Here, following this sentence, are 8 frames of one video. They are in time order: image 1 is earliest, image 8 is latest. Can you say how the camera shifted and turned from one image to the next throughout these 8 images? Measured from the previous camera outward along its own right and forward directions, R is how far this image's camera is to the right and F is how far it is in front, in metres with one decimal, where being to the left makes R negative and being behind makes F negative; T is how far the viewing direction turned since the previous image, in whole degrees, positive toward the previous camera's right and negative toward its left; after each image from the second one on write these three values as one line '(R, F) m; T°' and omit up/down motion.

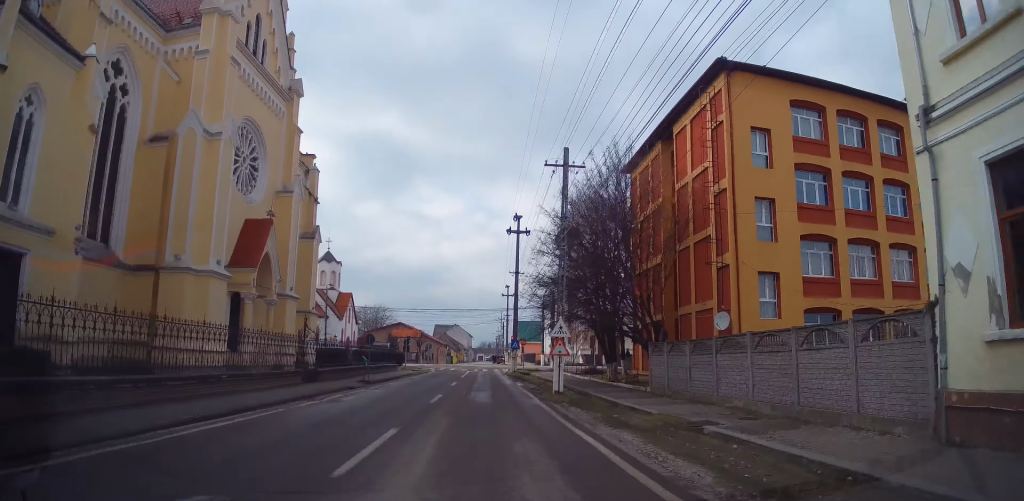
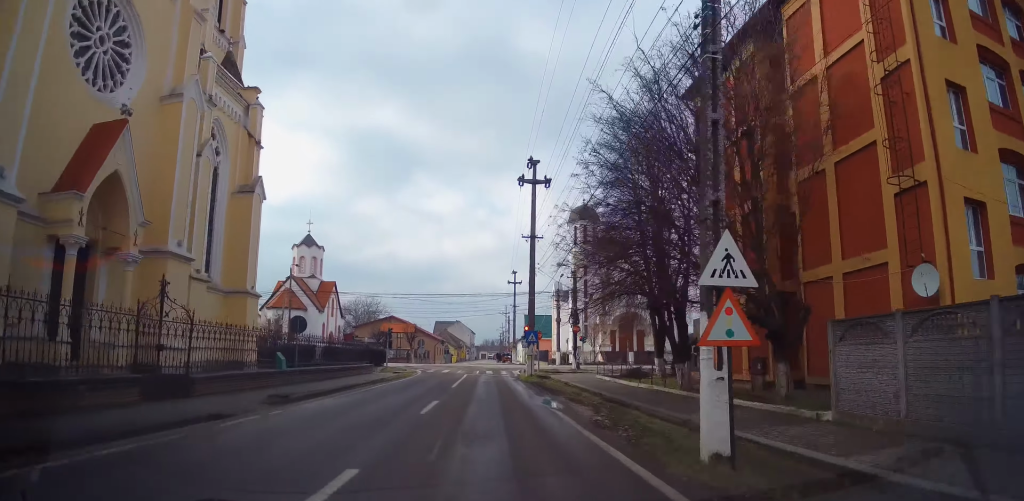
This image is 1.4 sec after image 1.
(+0.1, +8.8) m; +1°
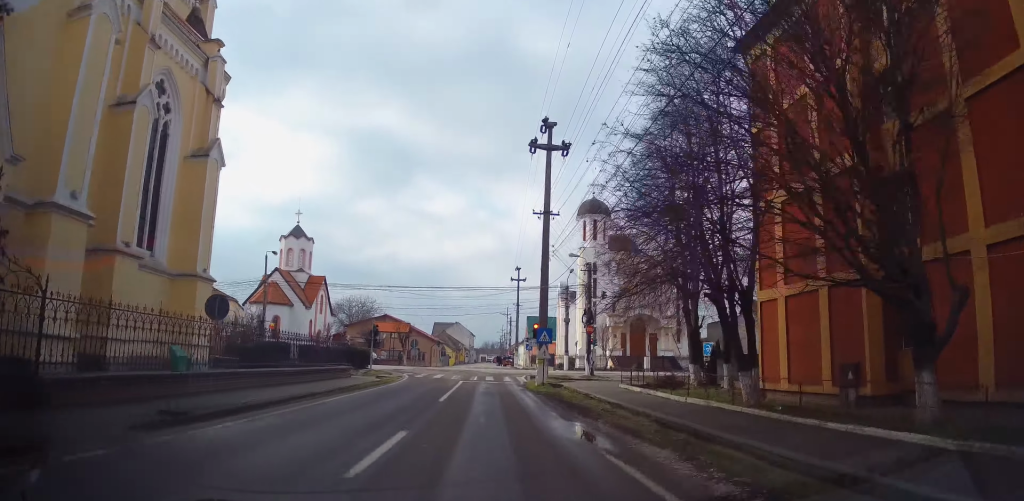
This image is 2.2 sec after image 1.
(0.0, +4.9) m; -1°
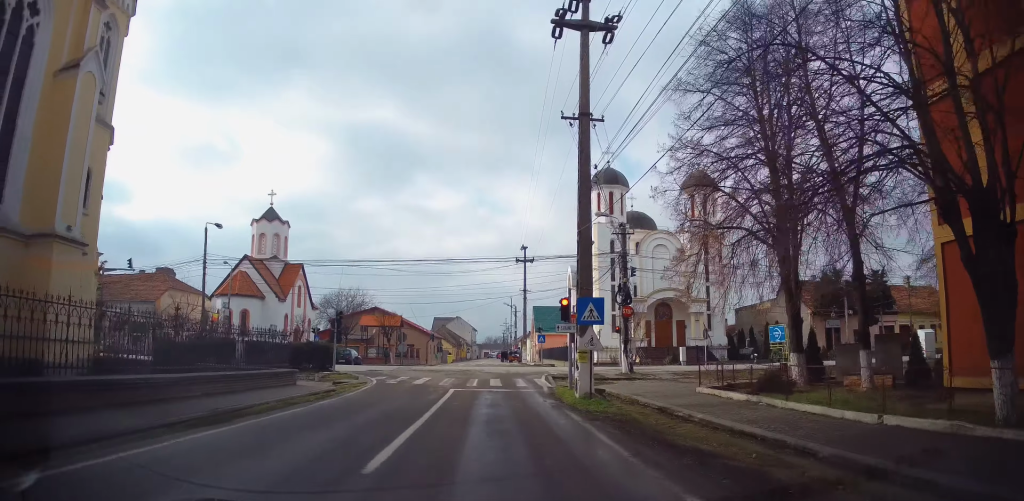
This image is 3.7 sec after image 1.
(-0.3, +10.3) m; -3°
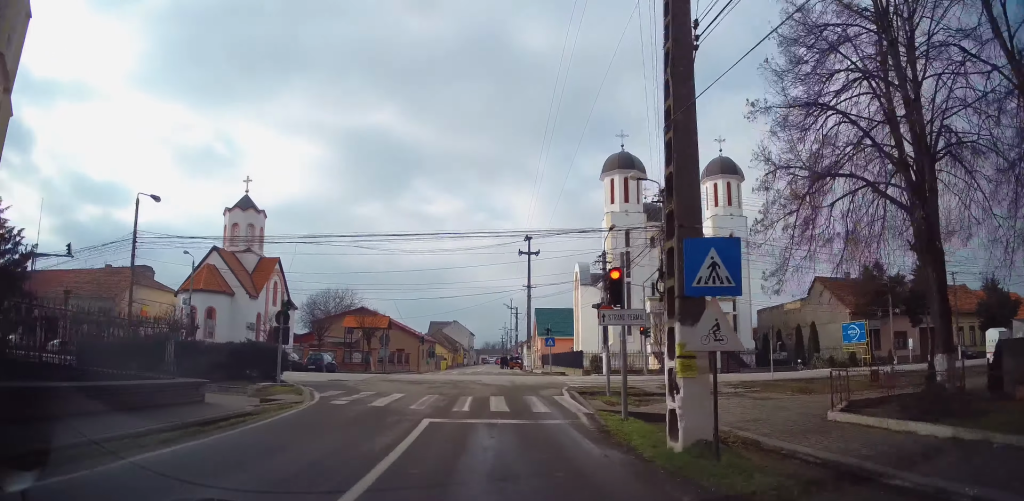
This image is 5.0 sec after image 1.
(-0.1, +7.1) m; 0°
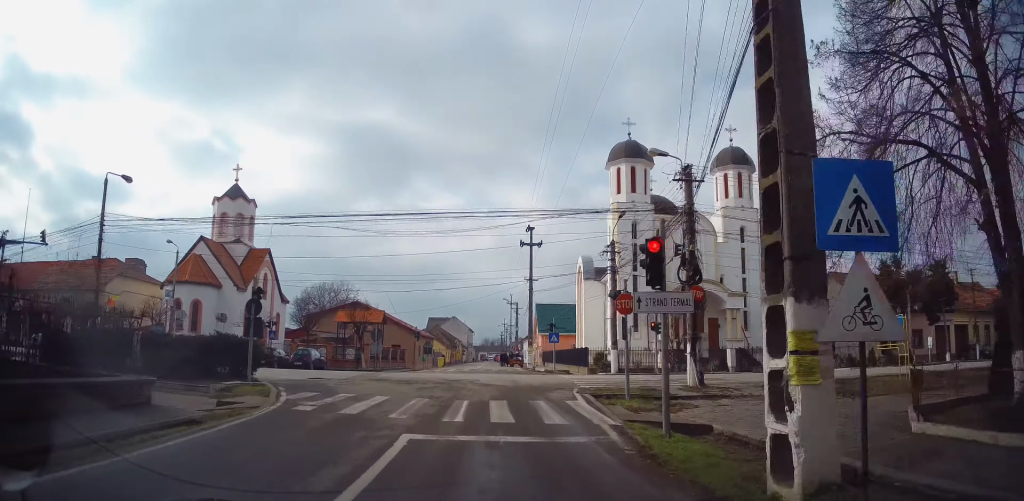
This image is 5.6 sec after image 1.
(0.0, +2.5) m; +1°
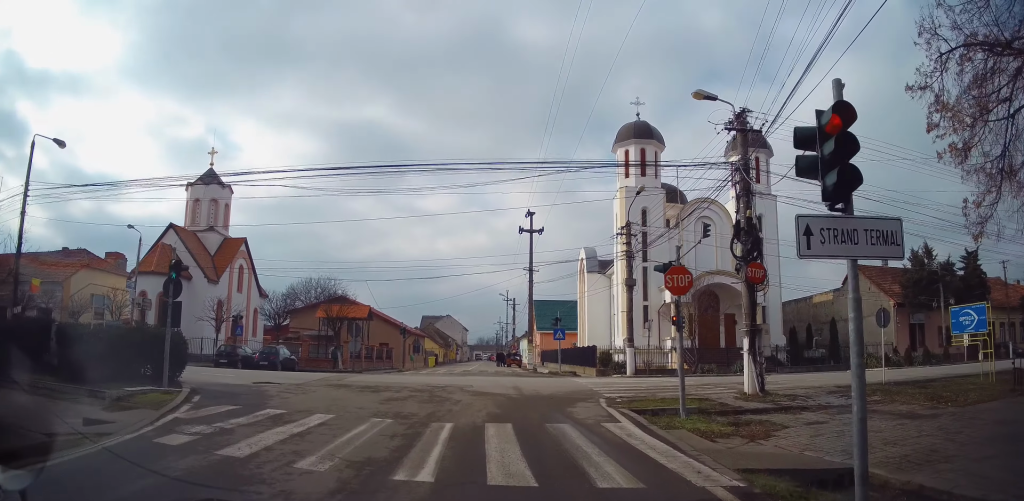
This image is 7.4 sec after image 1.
(+0.3, +6.0) m; +4°
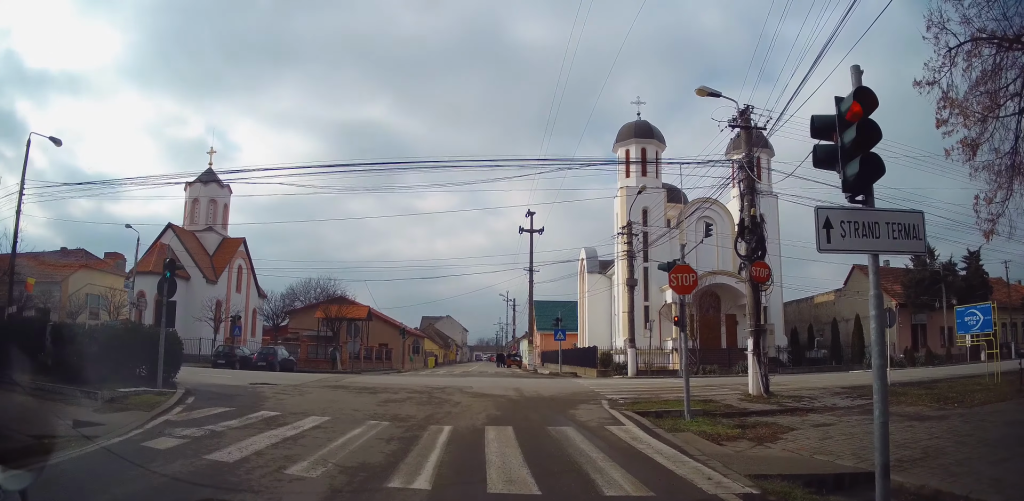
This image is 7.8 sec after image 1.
(0.0, +1.0) m; -1°
